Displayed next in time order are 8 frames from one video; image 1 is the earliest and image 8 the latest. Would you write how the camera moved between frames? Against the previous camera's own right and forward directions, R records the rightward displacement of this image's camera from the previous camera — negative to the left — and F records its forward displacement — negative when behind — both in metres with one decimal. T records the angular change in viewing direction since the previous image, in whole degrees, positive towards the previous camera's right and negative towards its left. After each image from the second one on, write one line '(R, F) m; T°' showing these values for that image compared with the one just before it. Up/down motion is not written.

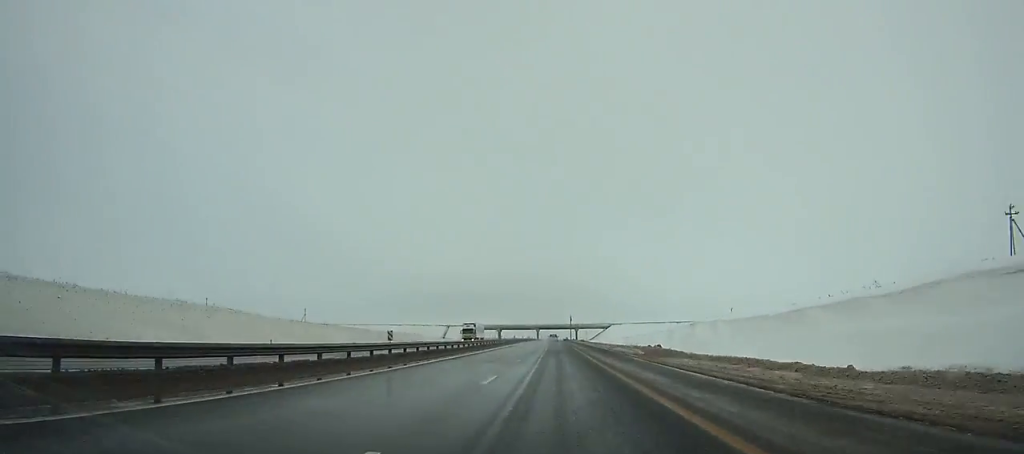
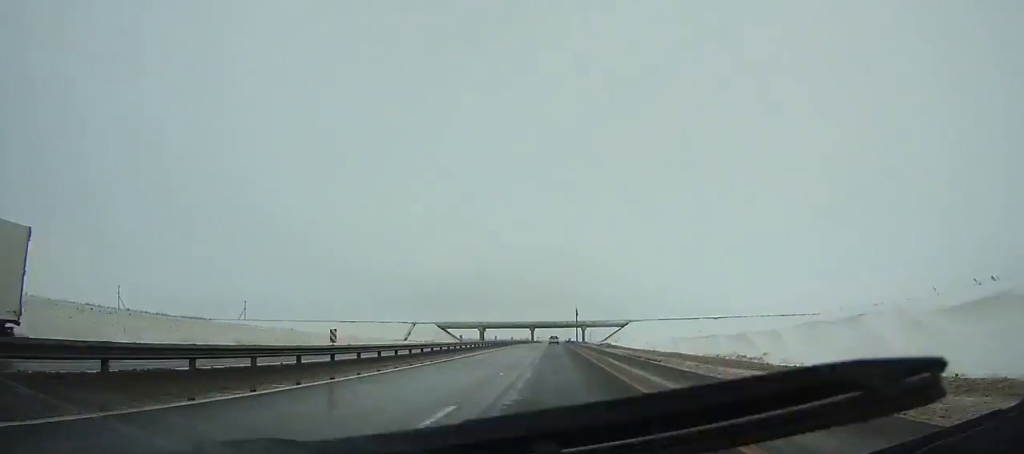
(0.0, +66.4) m; 0°
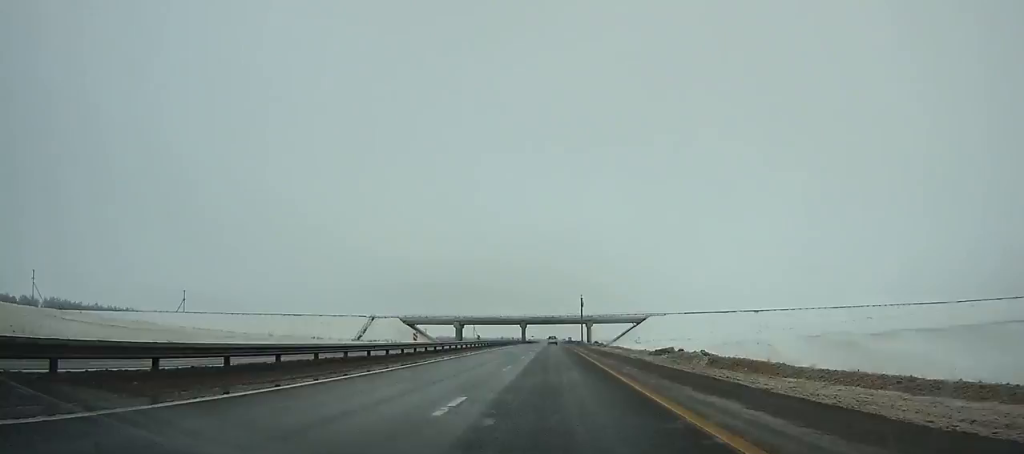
(+0.1, +44.6) m; 0°
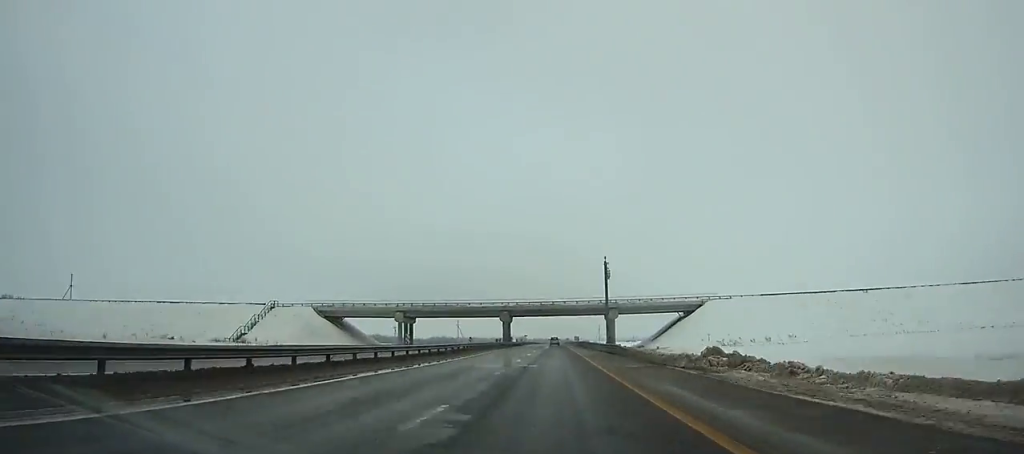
(+0.1, +61.5) m; 0°
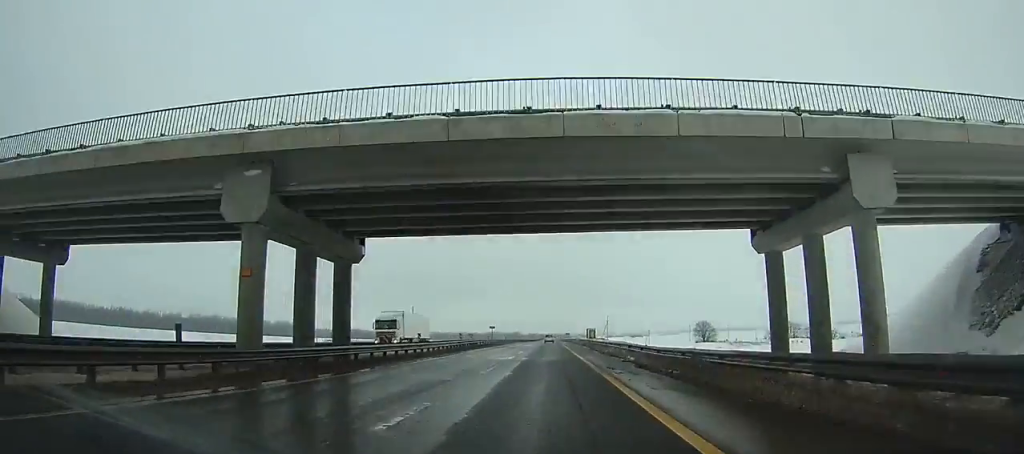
(0.0, +81.1) m; 0°
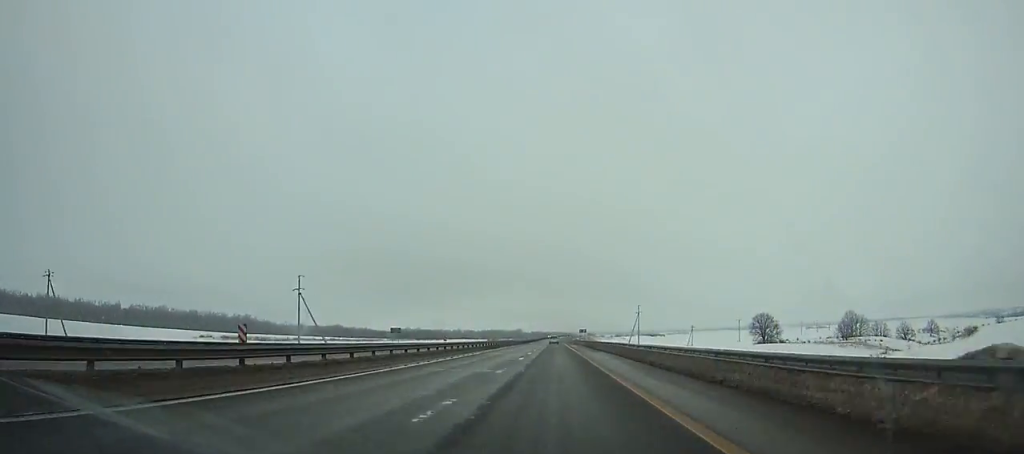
(-0.4, +94.6) m; 0°
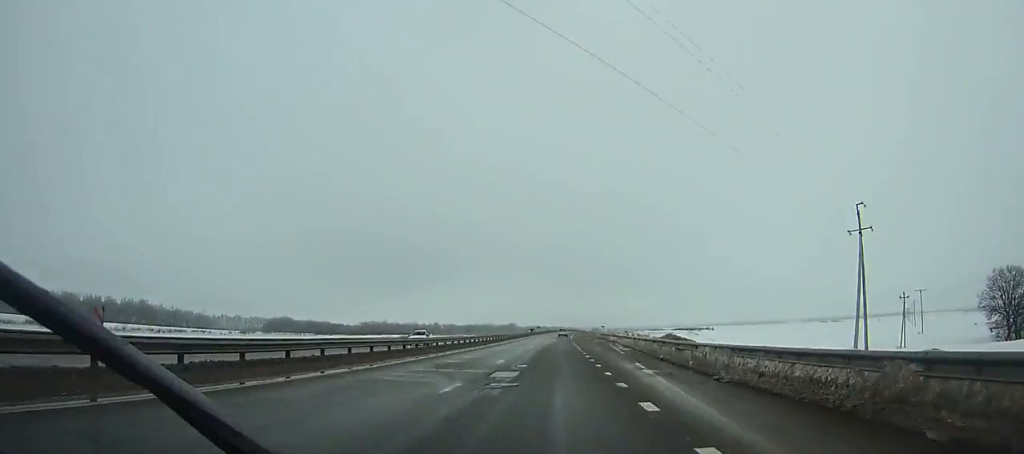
(+0.6, +148.1) m; +1°
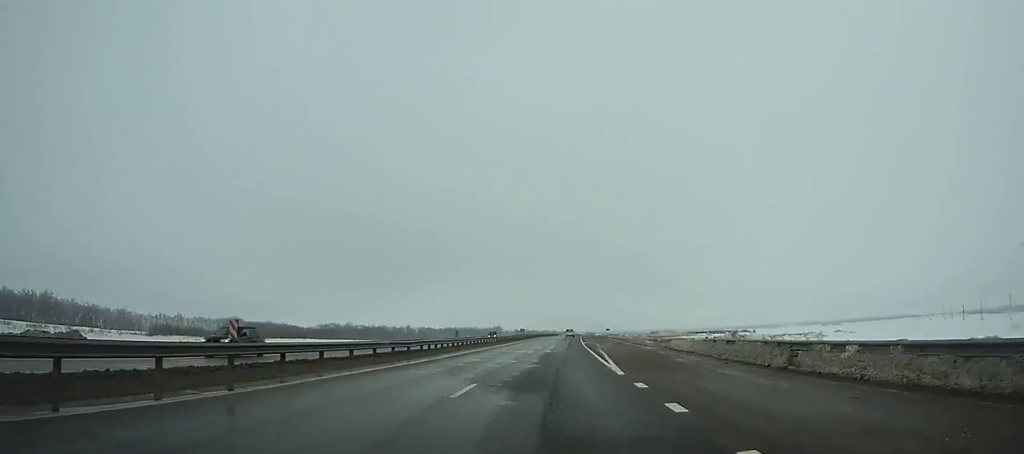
(+0.6, +83.0) m; +1°
